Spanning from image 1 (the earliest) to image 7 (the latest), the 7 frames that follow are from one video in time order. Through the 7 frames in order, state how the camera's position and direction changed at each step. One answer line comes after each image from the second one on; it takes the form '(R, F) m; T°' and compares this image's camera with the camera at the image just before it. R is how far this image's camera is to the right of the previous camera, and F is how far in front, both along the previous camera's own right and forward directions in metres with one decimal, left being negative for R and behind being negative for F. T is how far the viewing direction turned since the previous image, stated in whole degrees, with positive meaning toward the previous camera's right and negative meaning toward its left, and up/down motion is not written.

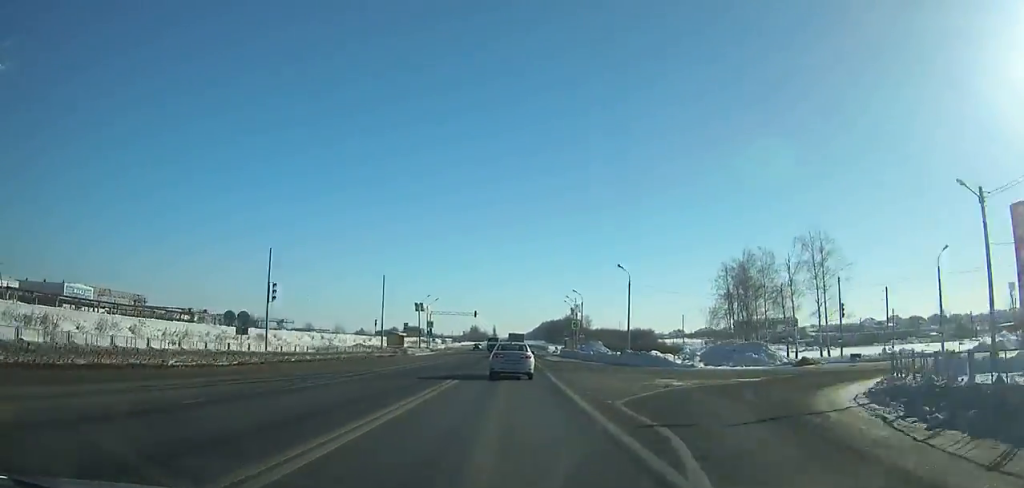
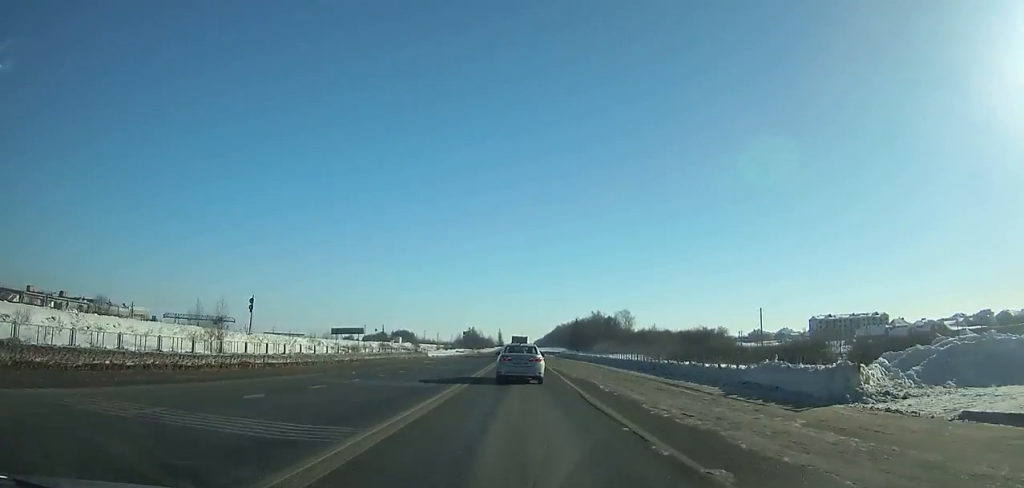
(-0.9, +117.7) m; -1°
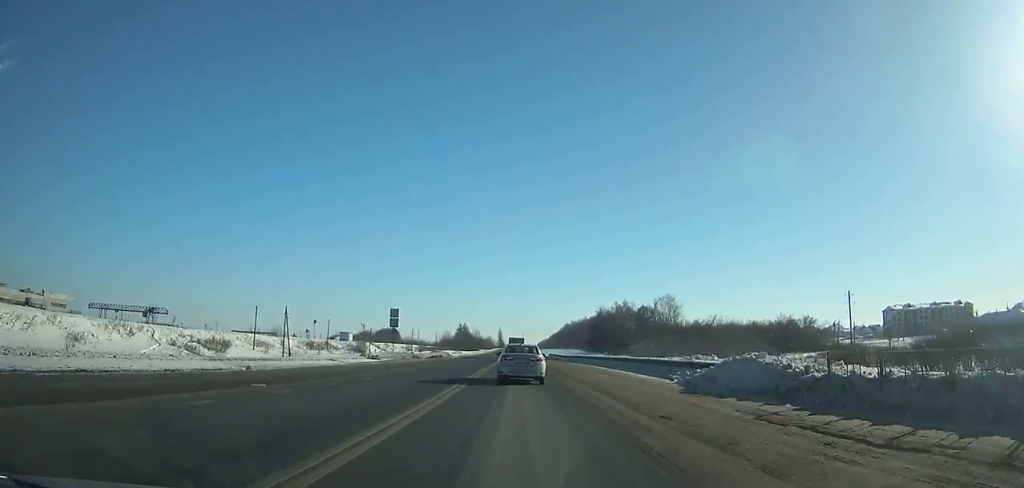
(-0.1, +76.9) m; 0°
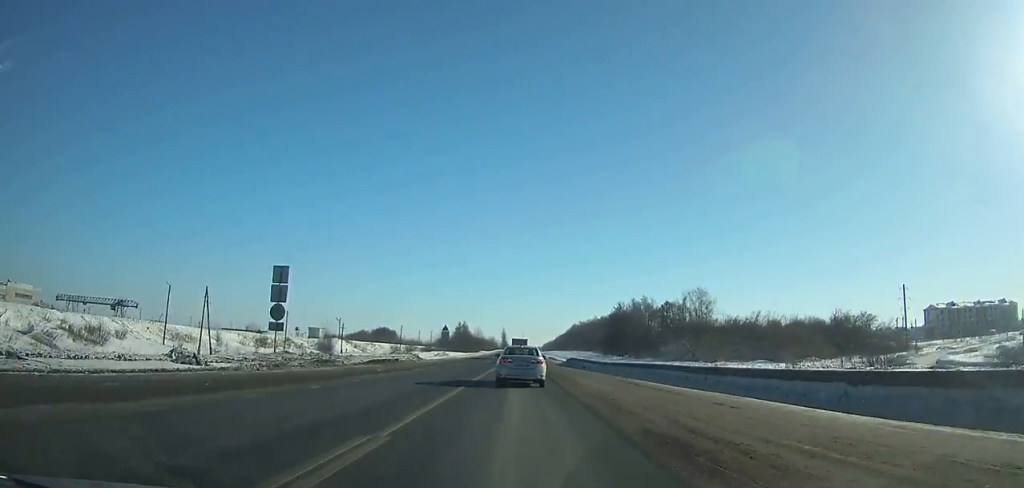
(-0.2, +30.0) m; 0°
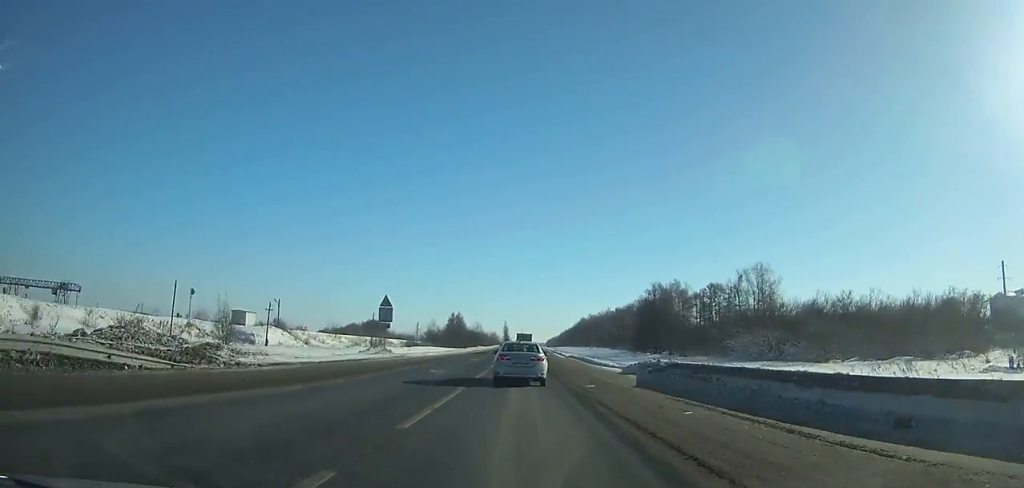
(0.0, +40.9) m; 0°
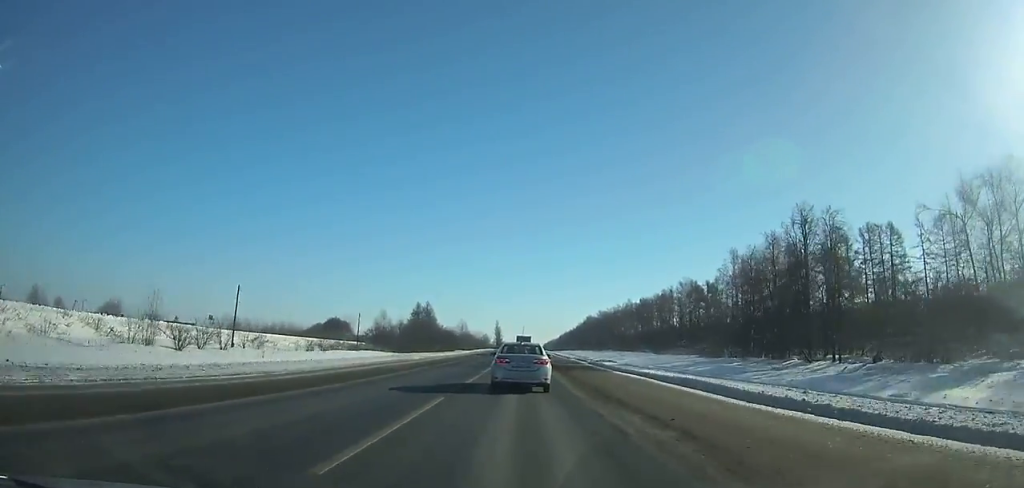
(+0.3, +73.6) m; 0°
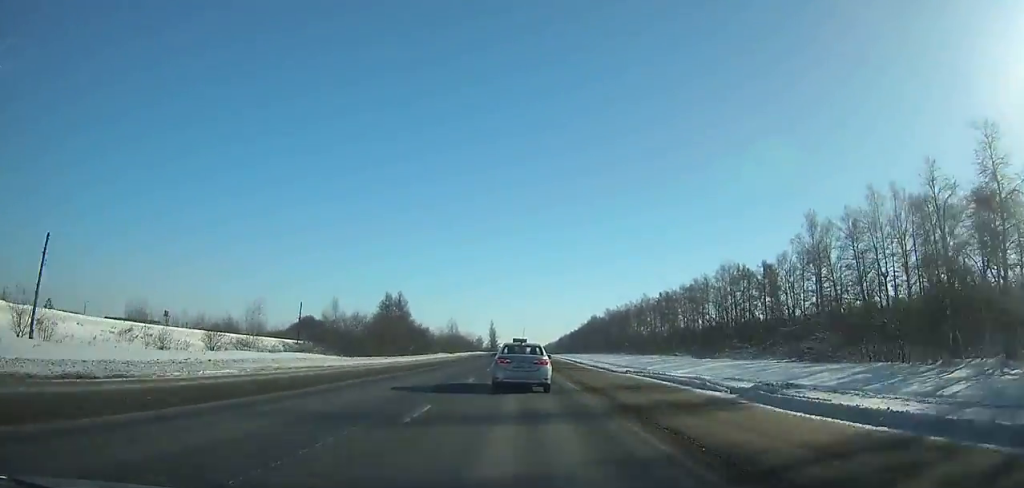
(+0.1, +38.6) m; 0°
